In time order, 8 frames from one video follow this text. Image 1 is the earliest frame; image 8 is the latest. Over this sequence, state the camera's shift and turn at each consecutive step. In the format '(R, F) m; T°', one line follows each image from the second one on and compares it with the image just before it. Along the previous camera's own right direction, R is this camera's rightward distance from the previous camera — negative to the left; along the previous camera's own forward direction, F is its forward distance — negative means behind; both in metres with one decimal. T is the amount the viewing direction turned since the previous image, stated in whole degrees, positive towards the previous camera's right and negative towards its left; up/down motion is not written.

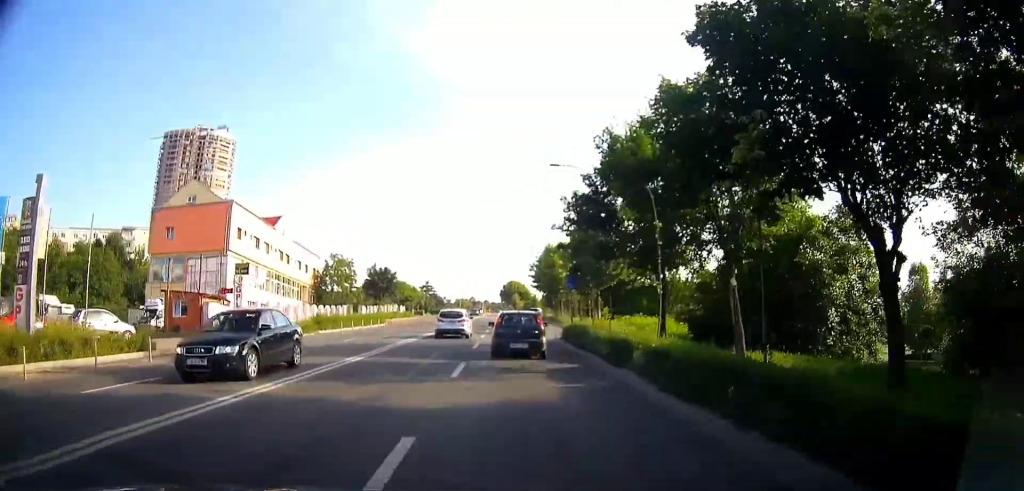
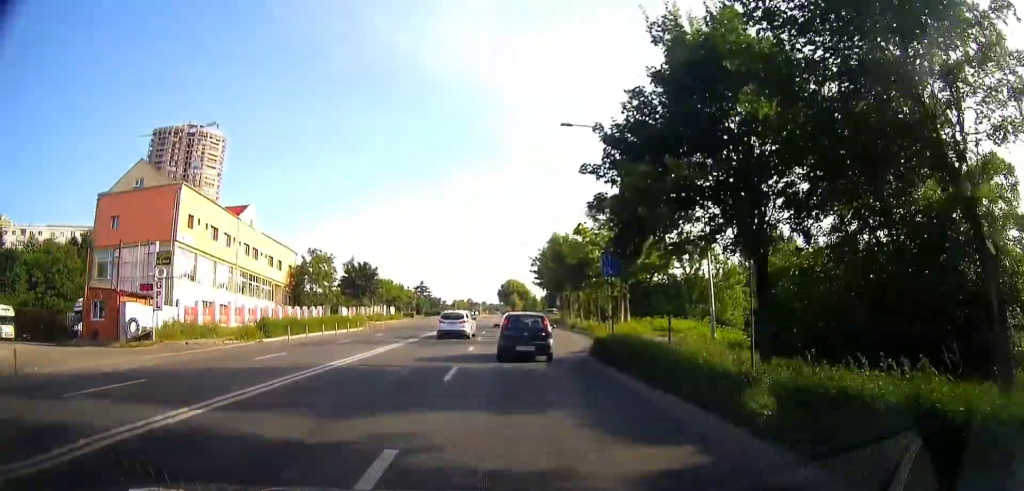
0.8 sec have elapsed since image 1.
(0.0, +9.9) m; 0°
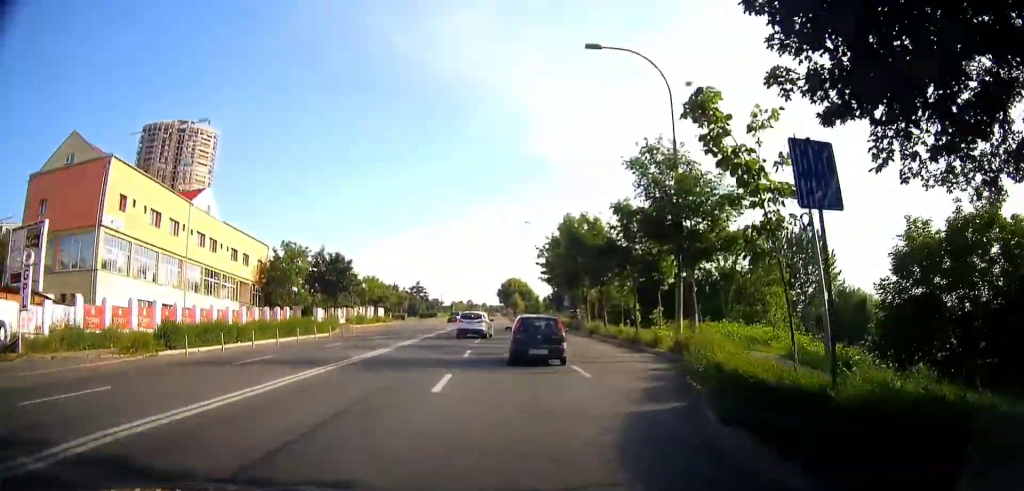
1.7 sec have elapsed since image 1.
(0.0, +10.6) m; 0°
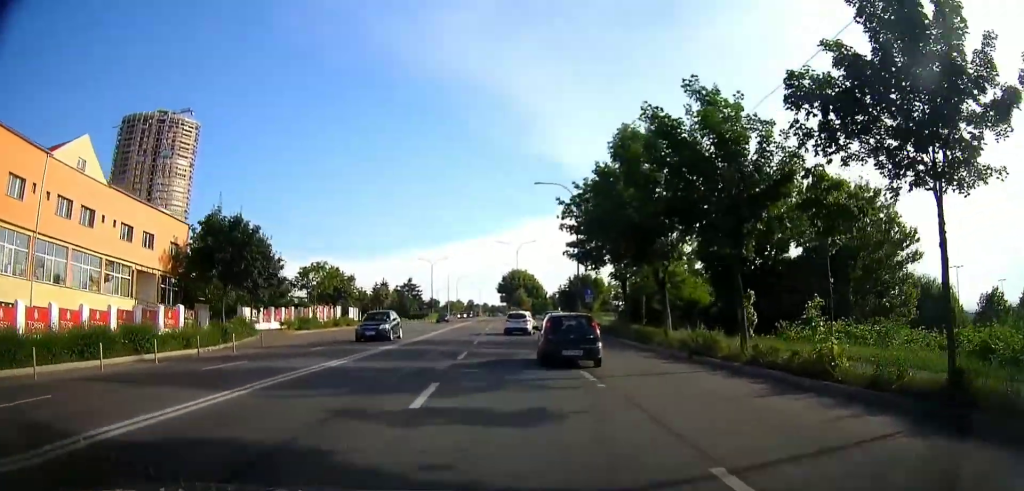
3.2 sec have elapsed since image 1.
(0.0, +19.7) m; 0°
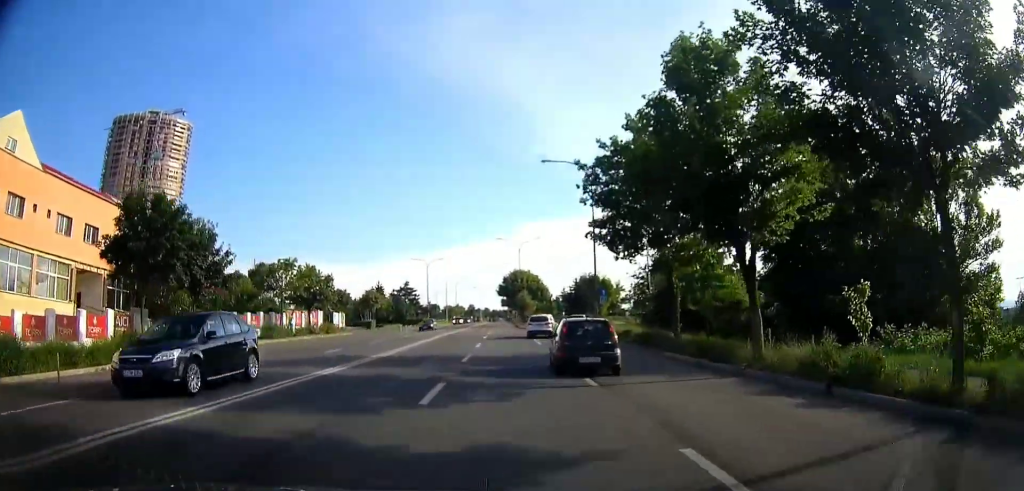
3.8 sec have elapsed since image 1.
(0.0, +8.0) m; 0°
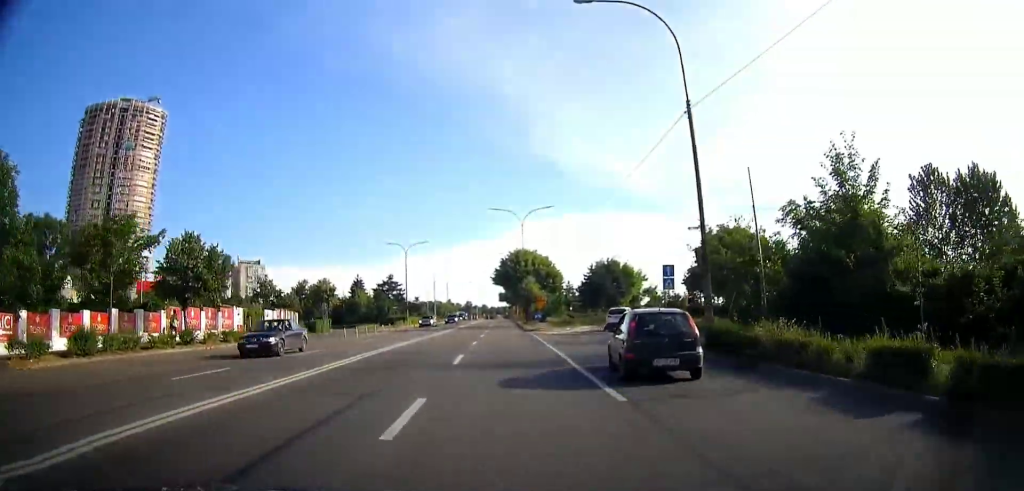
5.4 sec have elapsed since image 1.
(+0.2, +20.8) m; 0°
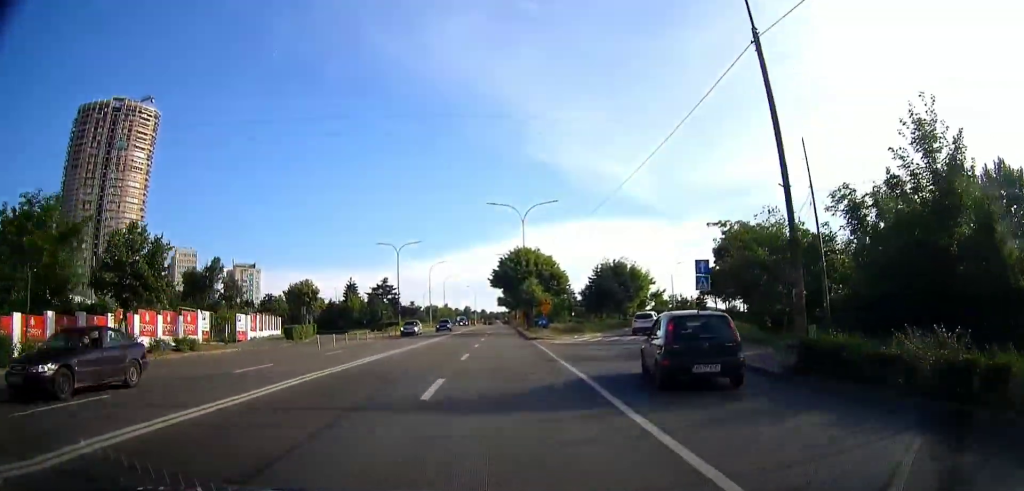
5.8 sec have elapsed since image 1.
(-0.1, +5.5) m; 0°
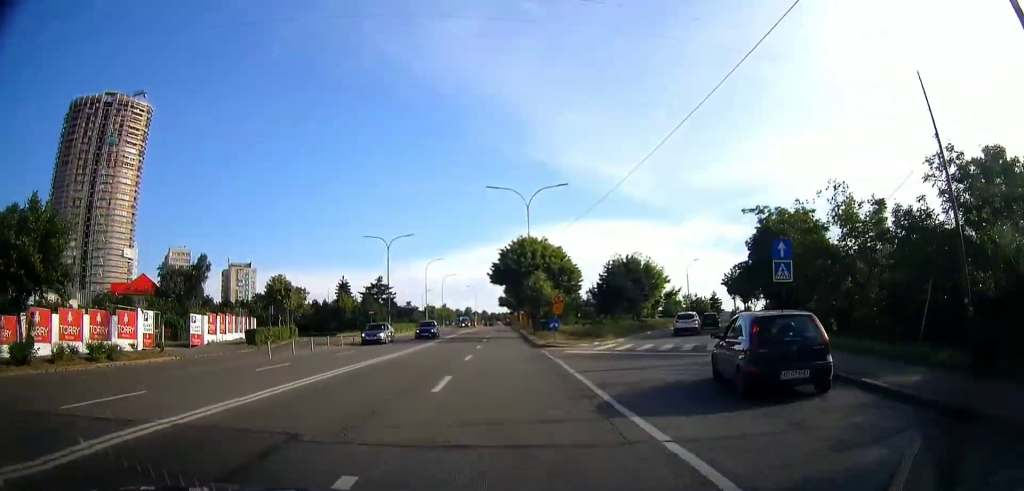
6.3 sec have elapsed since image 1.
(0.0, +7.5) m; 0°
